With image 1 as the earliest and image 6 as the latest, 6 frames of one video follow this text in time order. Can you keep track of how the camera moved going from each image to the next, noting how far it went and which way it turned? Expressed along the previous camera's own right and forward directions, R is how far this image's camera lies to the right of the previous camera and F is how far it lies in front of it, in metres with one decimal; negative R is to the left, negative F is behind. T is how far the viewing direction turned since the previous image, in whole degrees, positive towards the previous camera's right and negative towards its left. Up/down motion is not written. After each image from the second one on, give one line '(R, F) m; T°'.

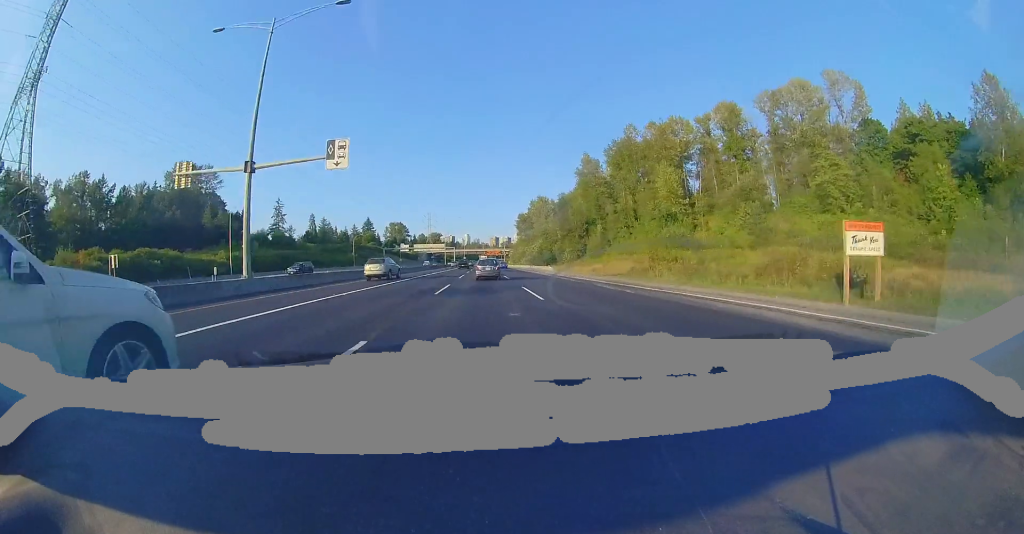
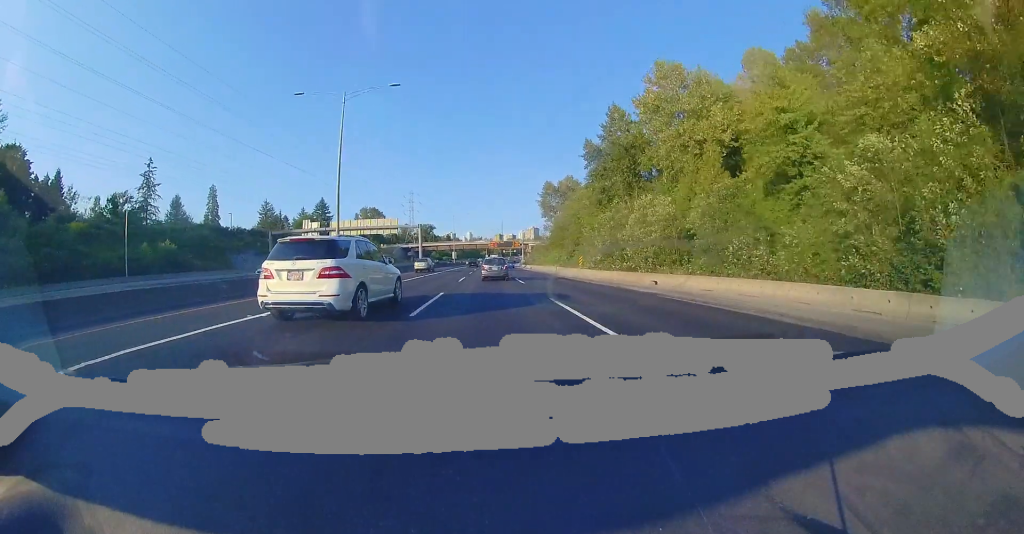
(-0.4, +82.9) m; -2°
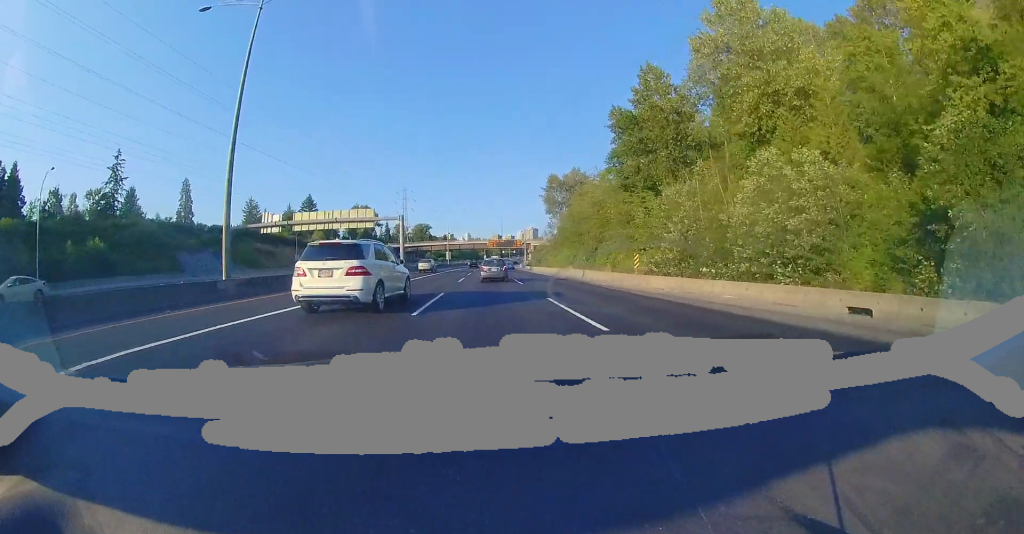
(-0.3, +12.6) m; 0°
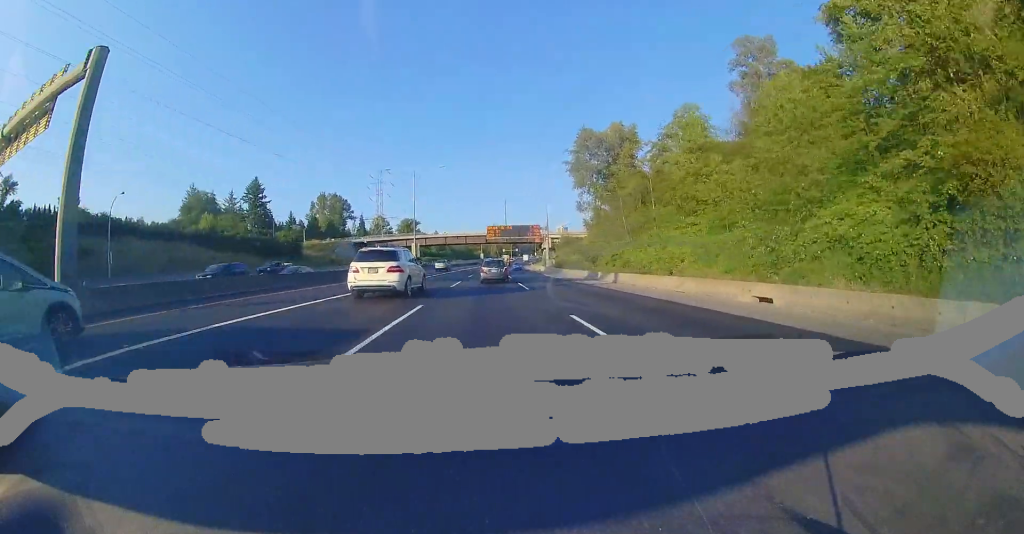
(+0.1, +42.6) m; +1°
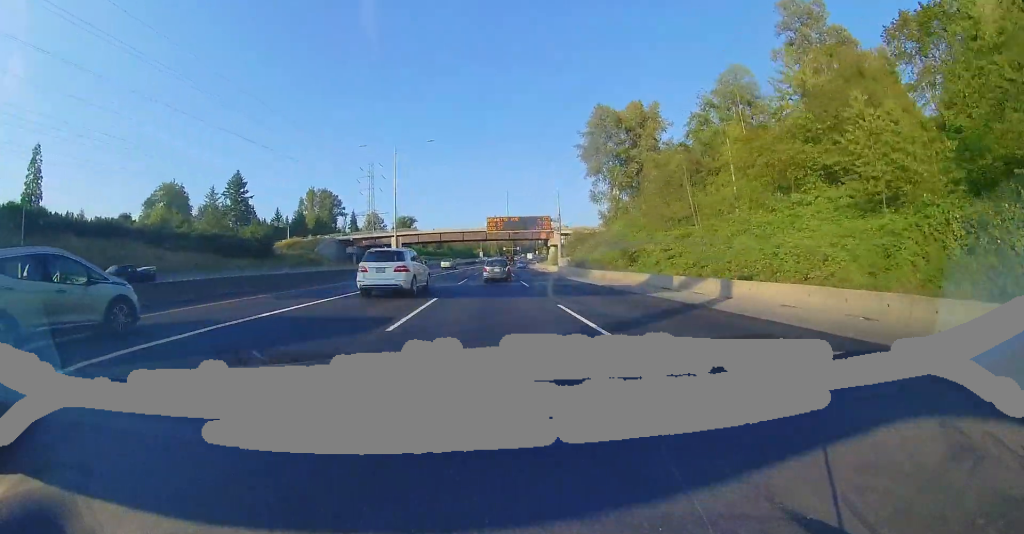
(-0.2, +11.2) m; +1°
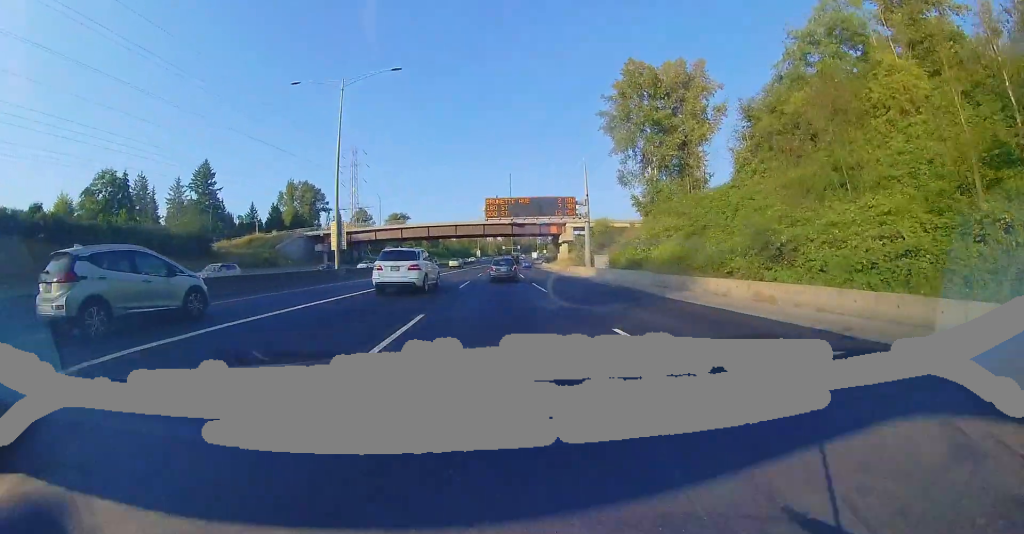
(+0.4, +16.3) m; +2°
